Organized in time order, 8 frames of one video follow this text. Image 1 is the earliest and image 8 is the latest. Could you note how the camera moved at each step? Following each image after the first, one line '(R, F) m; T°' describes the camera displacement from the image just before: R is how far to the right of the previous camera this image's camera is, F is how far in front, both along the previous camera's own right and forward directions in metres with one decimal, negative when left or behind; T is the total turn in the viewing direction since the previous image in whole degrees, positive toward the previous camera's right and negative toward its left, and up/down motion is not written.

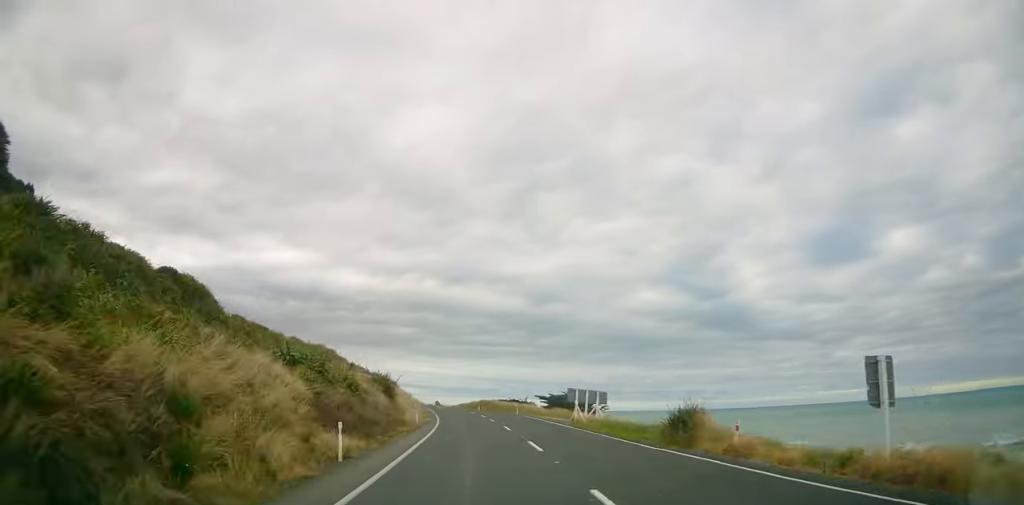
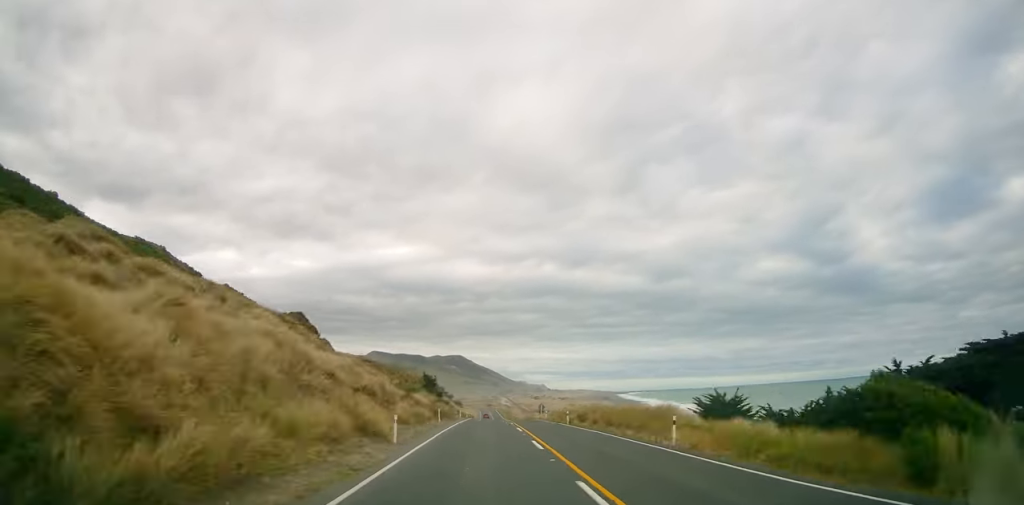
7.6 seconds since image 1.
(-17.9, +139.3) m; -10°
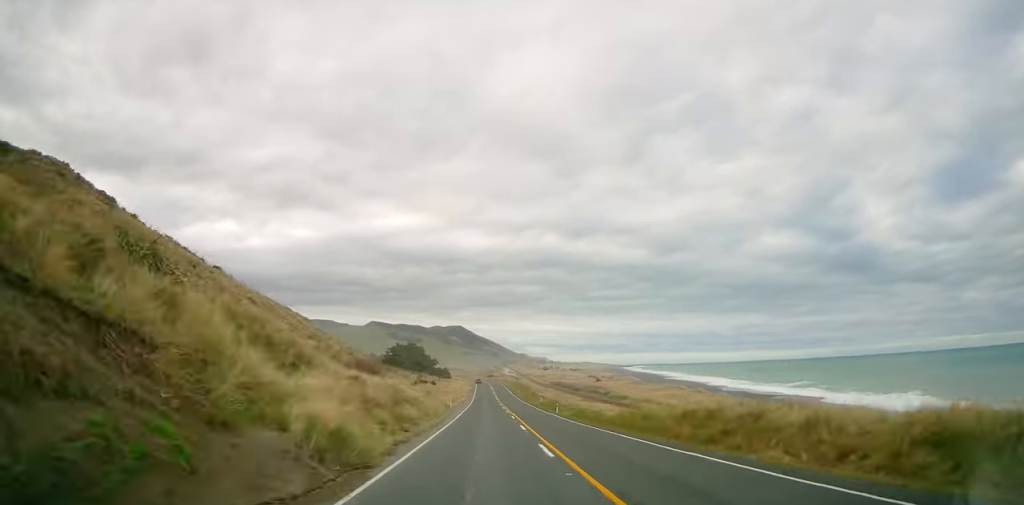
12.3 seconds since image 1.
(-1.2, +93.6) m; -1°
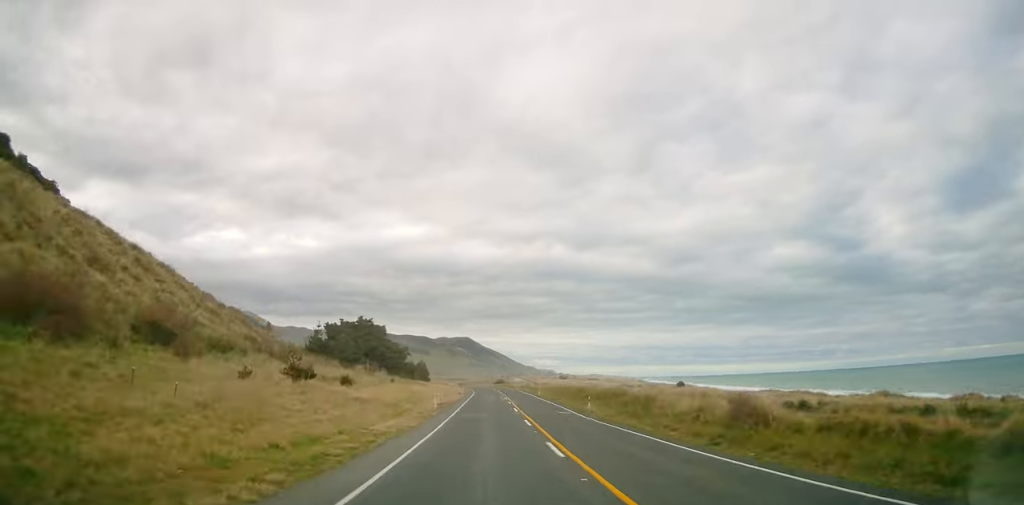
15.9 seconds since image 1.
(+0.1, +76.3) m; -2°
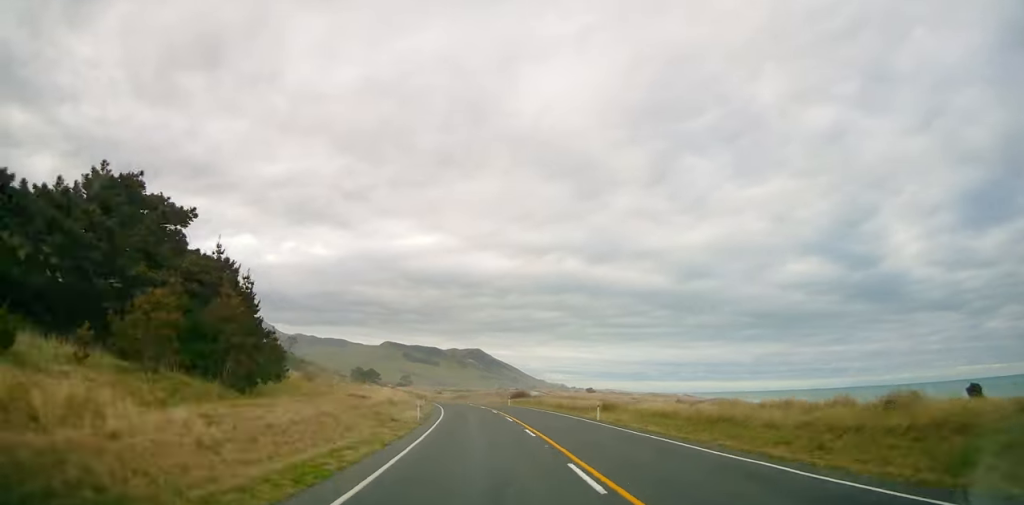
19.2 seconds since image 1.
(-1.0, +72.6) m; -4°
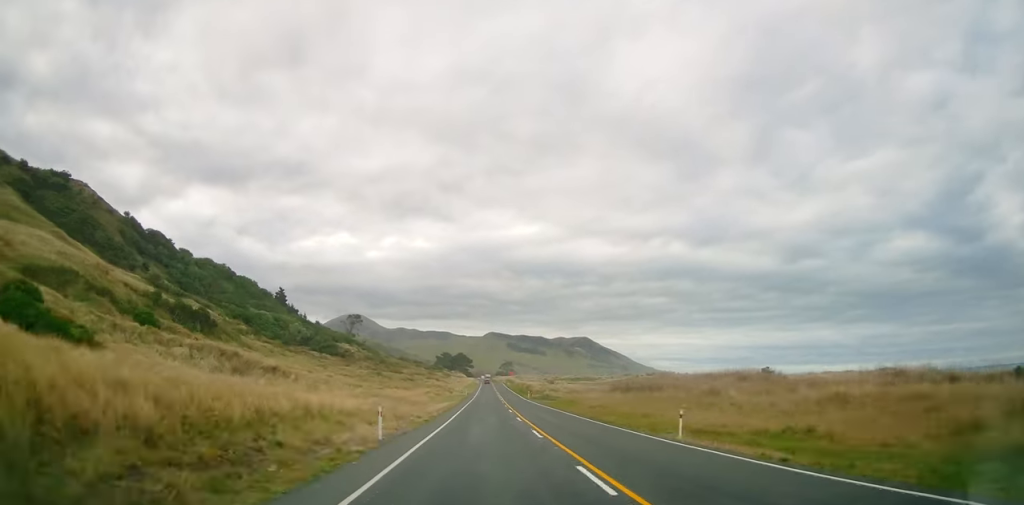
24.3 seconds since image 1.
(-7.3, +111.4) m; -6°
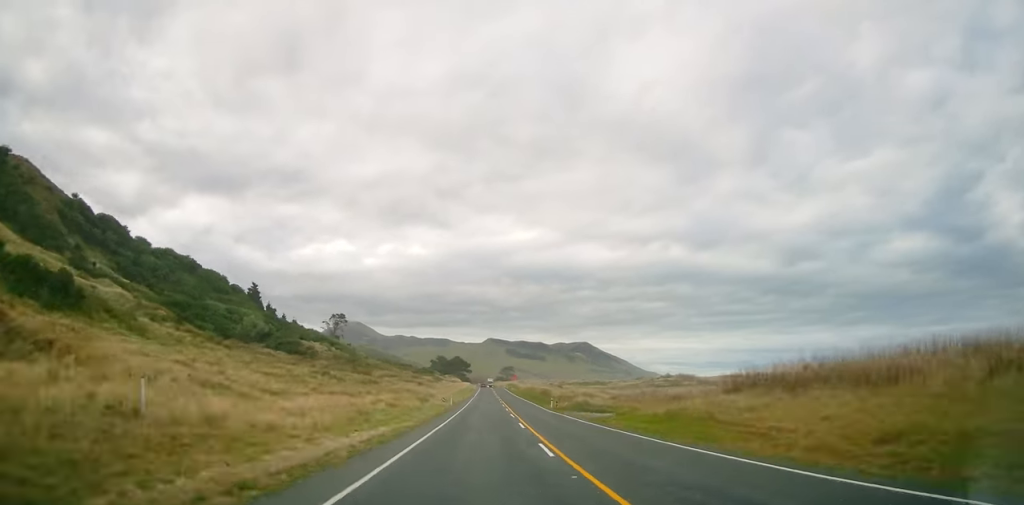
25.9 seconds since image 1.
(-0.3, +35.2) m; -1°
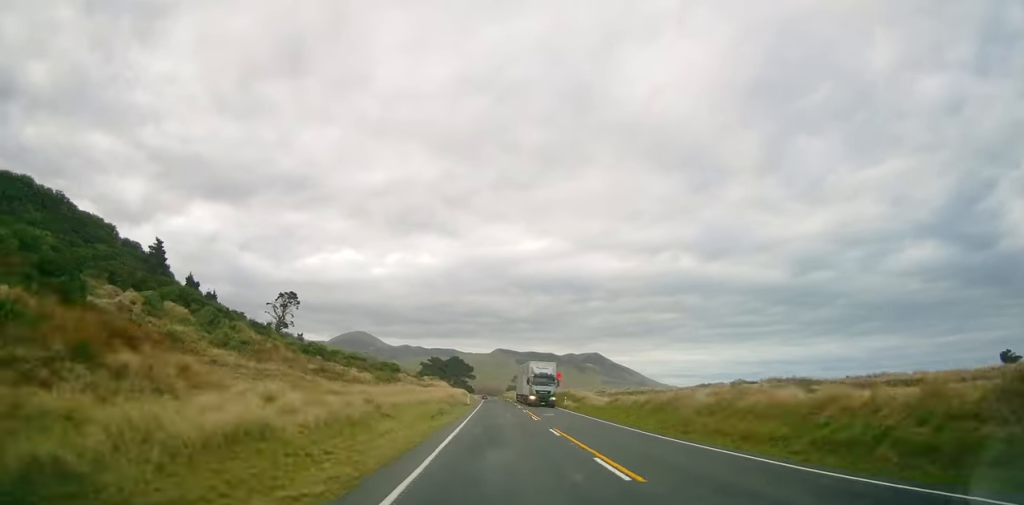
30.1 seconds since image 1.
(-1.8, +92.6) m; 0°
